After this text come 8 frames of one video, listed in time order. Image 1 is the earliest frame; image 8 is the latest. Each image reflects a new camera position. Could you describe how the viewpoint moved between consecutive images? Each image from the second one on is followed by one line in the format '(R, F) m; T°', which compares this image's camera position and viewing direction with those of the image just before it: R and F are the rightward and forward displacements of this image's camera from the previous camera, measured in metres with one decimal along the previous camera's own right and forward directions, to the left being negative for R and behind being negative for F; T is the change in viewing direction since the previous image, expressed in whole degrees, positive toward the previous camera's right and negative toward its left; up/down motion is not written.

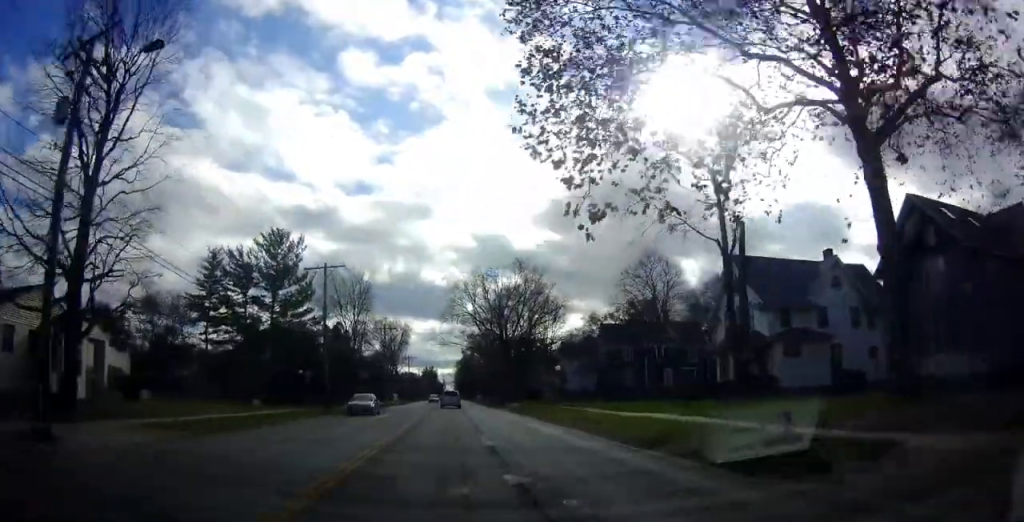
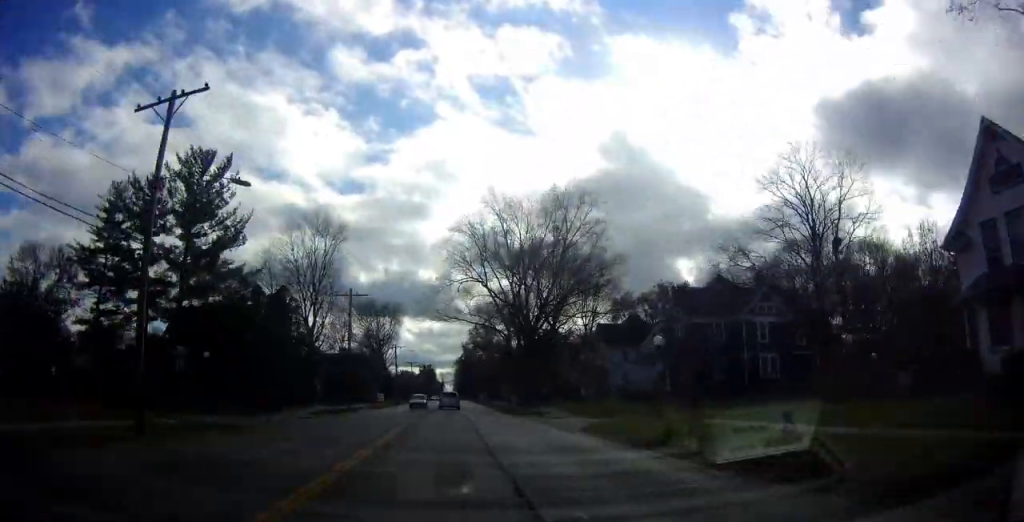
(+0.2, +25.8) m; +1°
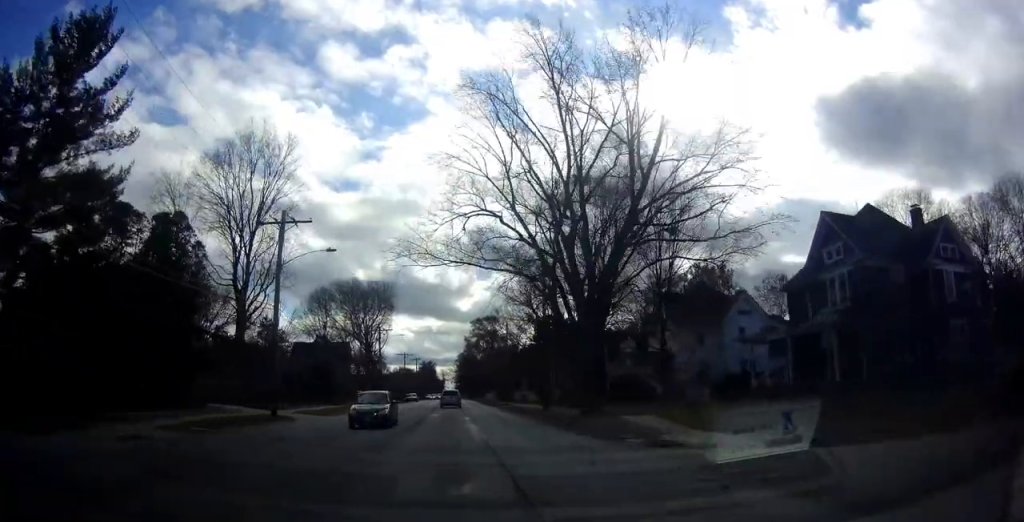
(0.0, +23.0) m; 0°
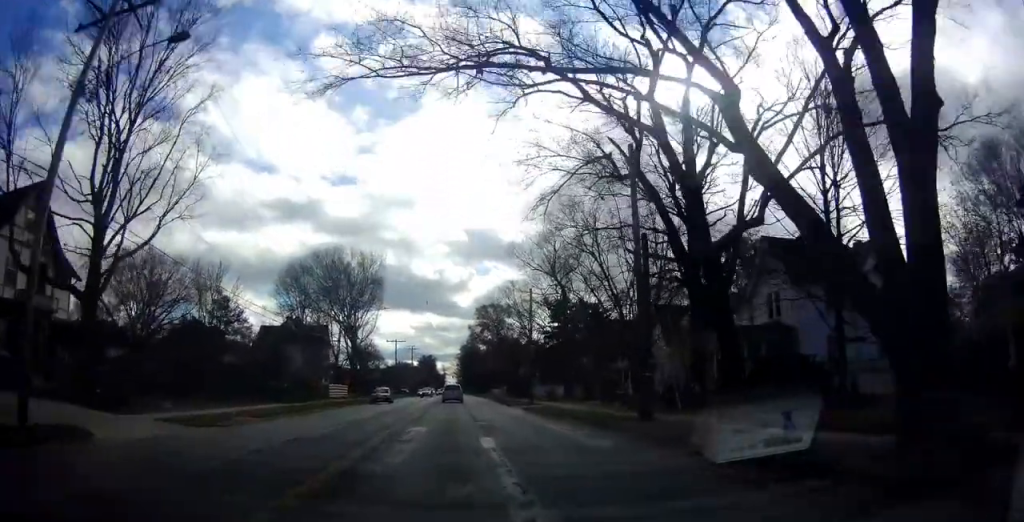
(0.0, +19.6) m; 0°
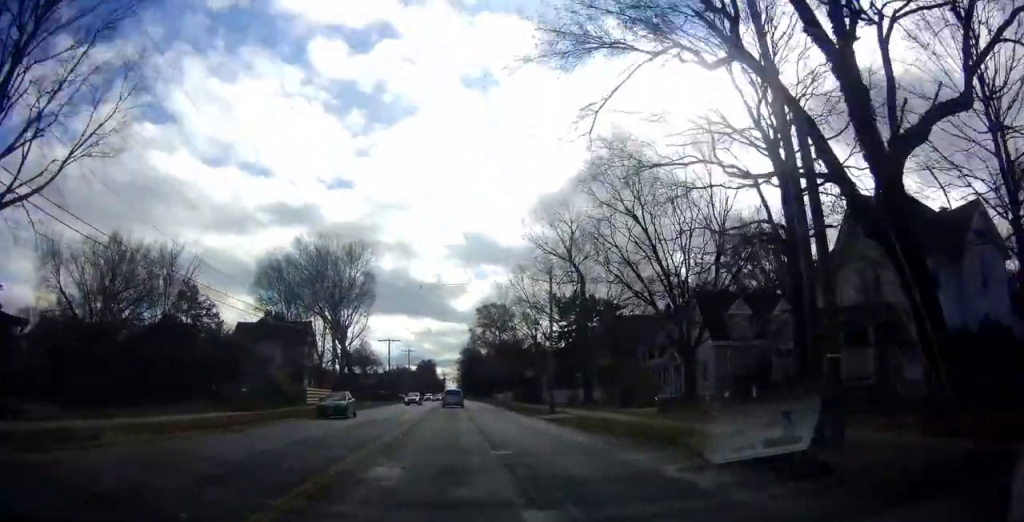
(0.0, +10.0) m; 0°
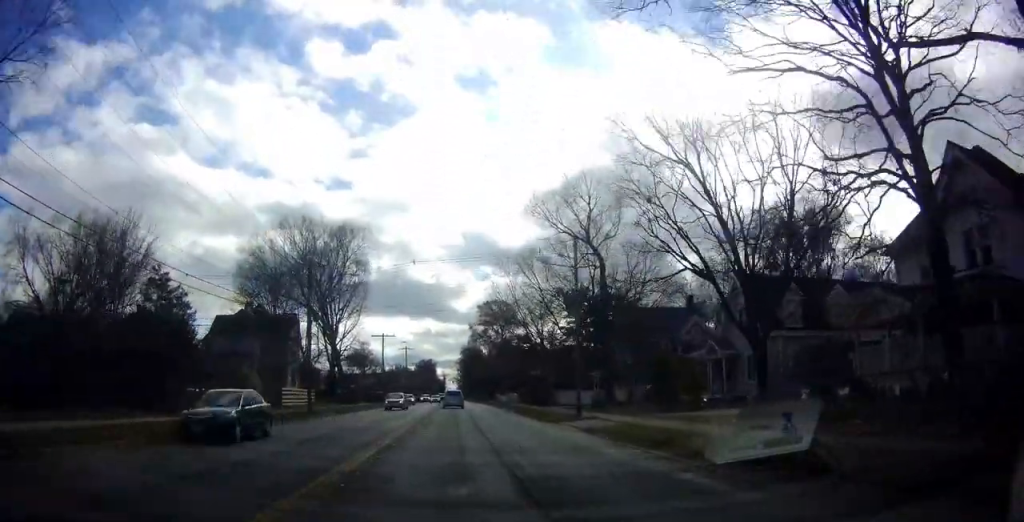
(0.0, +7.6) m; 0°
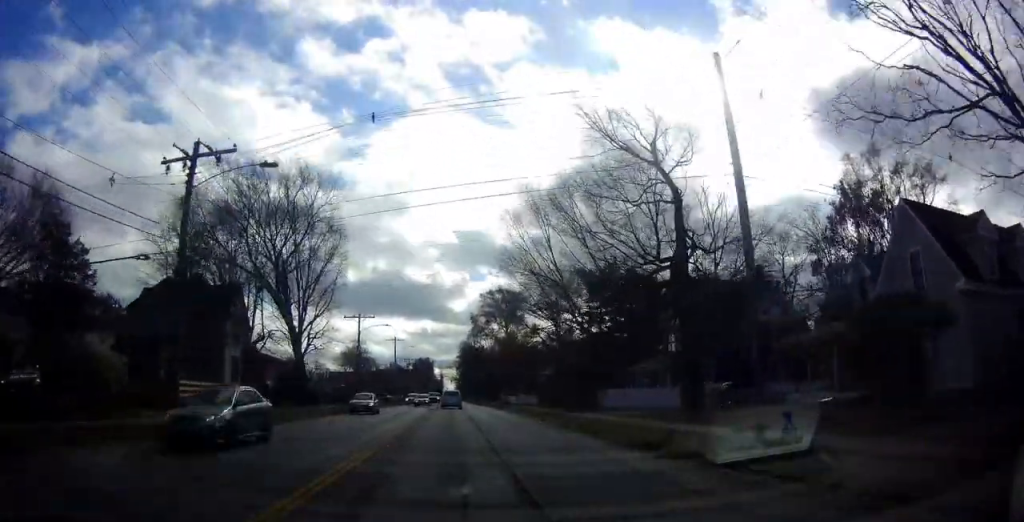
(0.0, +17.5) m; 0°
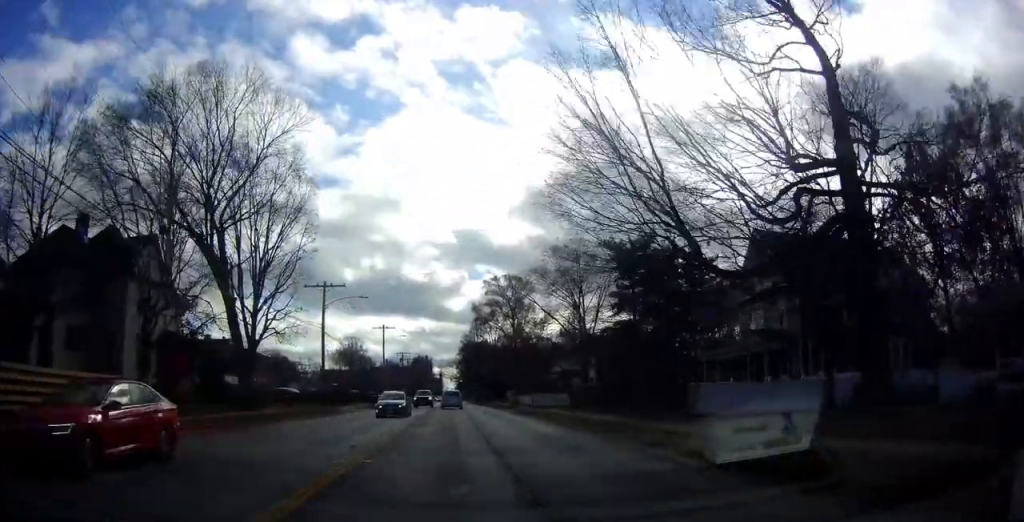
(0.0, +14.9) m; 0°
